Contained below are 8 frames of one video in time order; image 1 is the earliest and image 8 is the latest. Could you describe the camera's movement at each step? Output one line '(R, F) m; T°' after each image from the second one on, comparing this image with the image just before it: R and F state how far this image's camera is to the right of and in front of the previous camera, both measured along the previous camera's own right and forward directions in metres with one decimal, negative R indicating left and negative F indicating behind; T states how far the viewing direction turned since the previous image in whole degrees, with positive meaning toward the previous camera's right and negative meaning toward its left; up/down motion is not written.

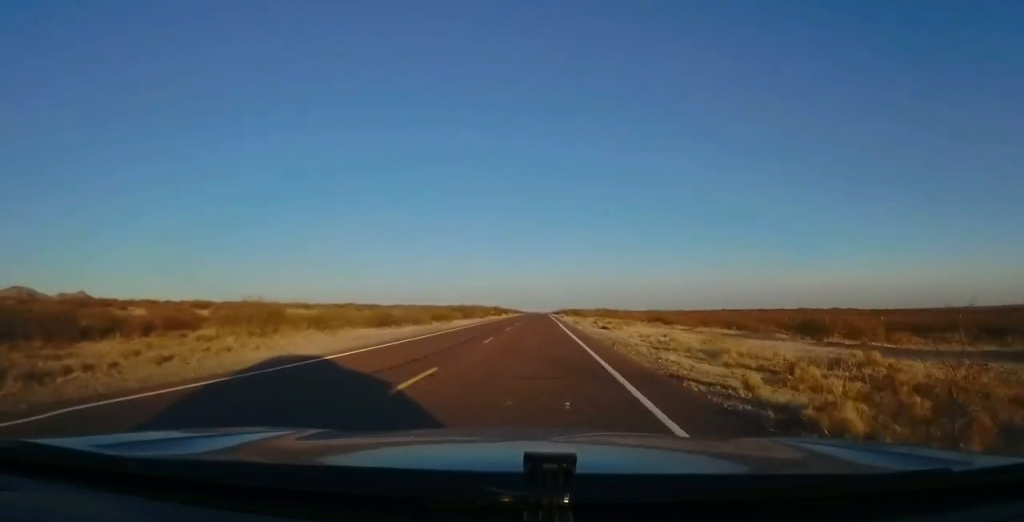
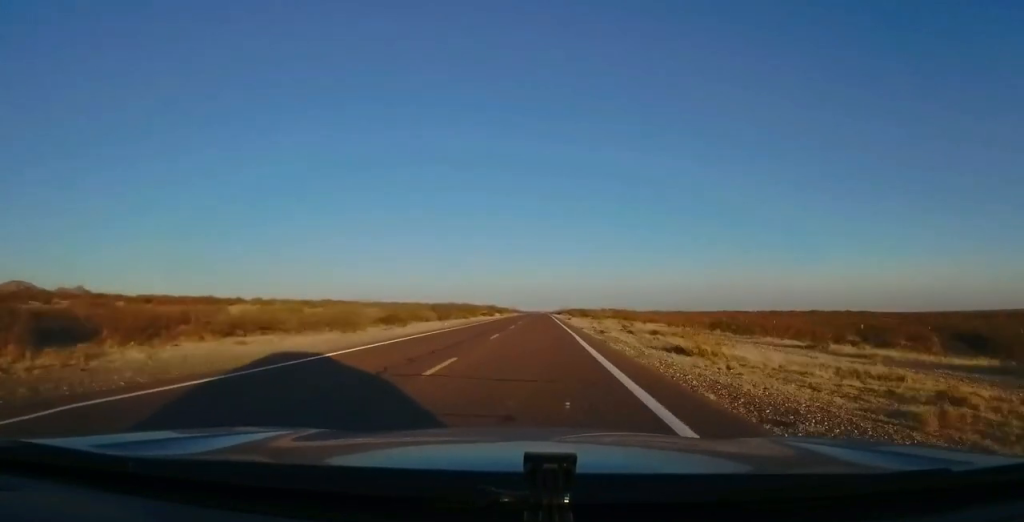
(-0.3, +22.4) m; 0°
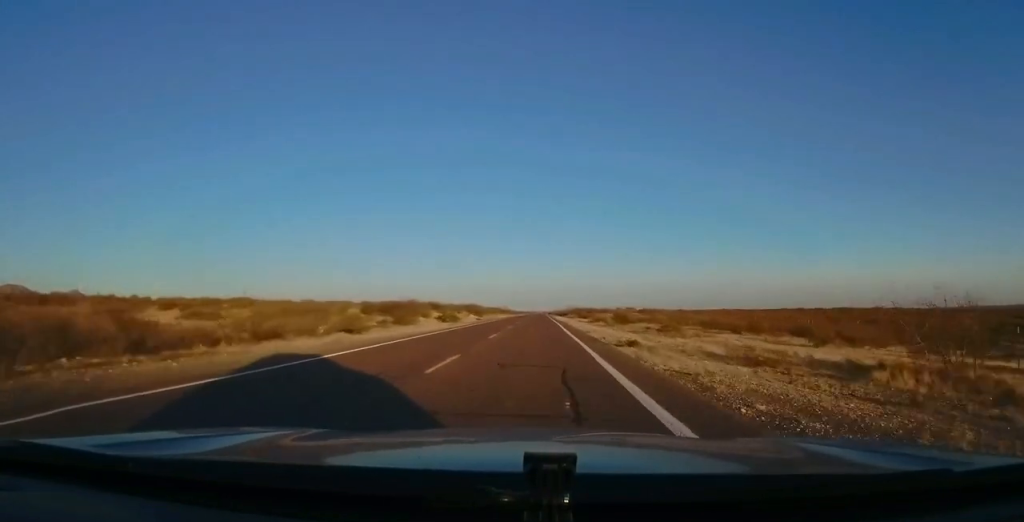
(+0.1, +47.8) m; 0°
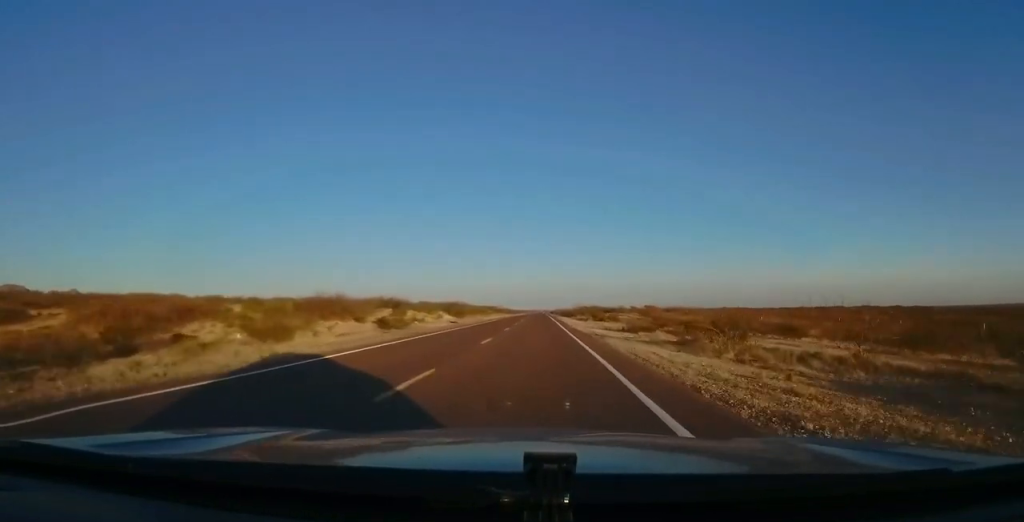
(0.0, +27.3) m; 0°
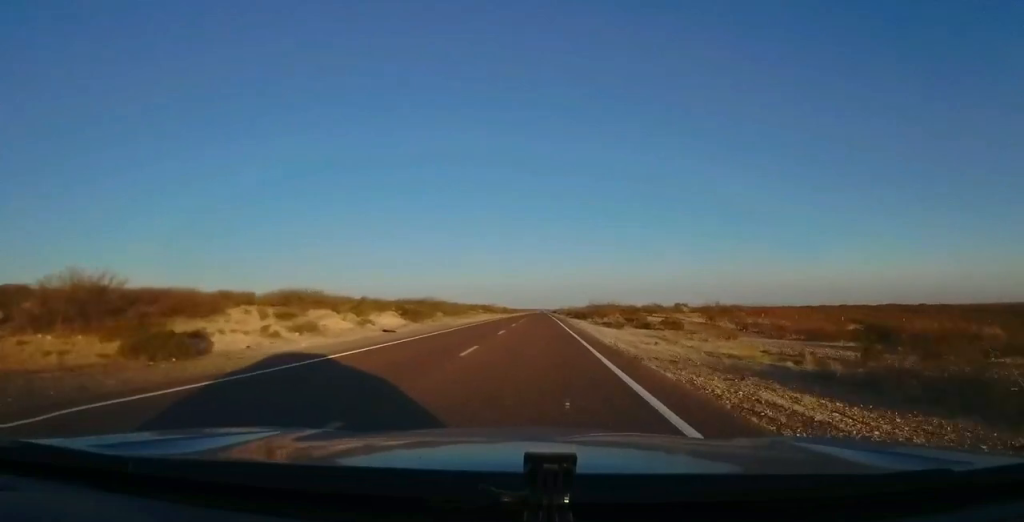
(-0.1, +29.3) m; 0°
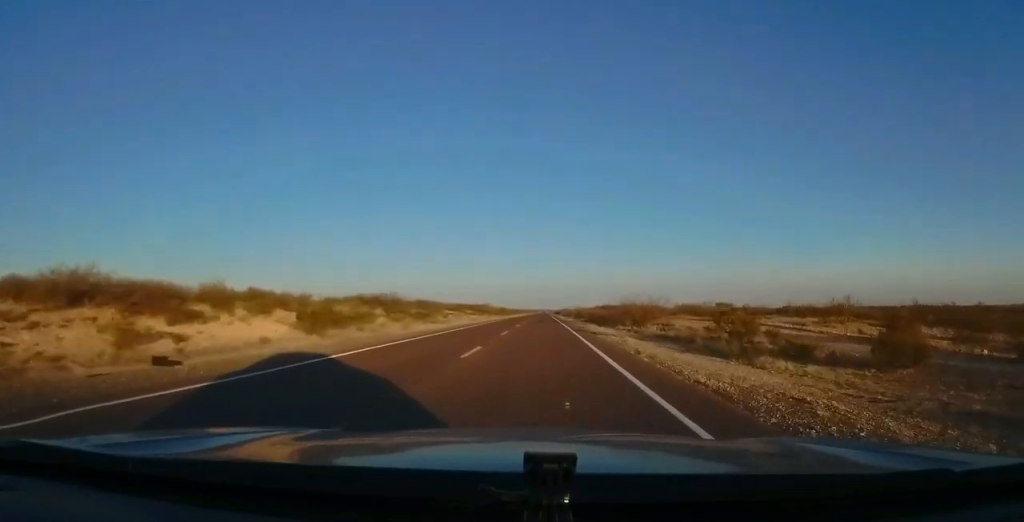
(0.0, +24.4) m; 0°
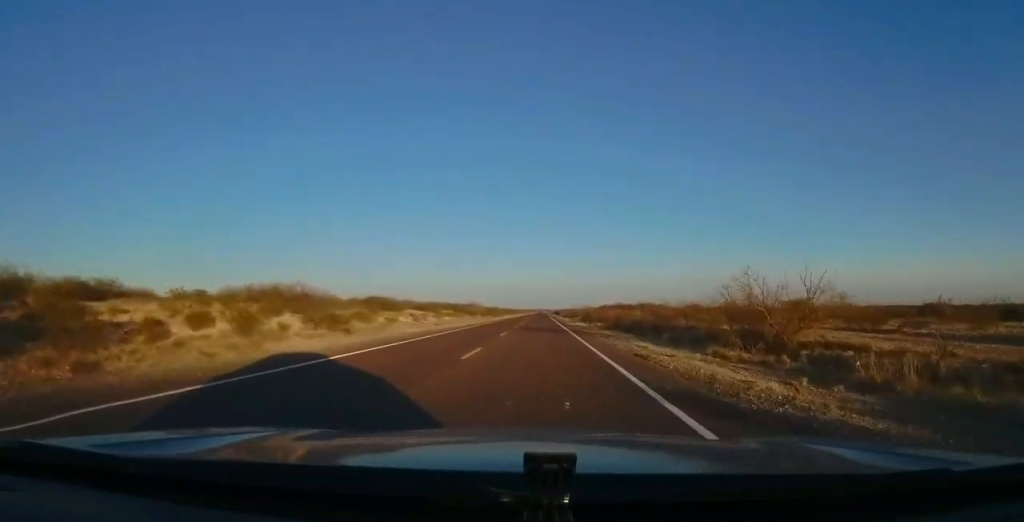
(+0.3, +24.4) m; 0°
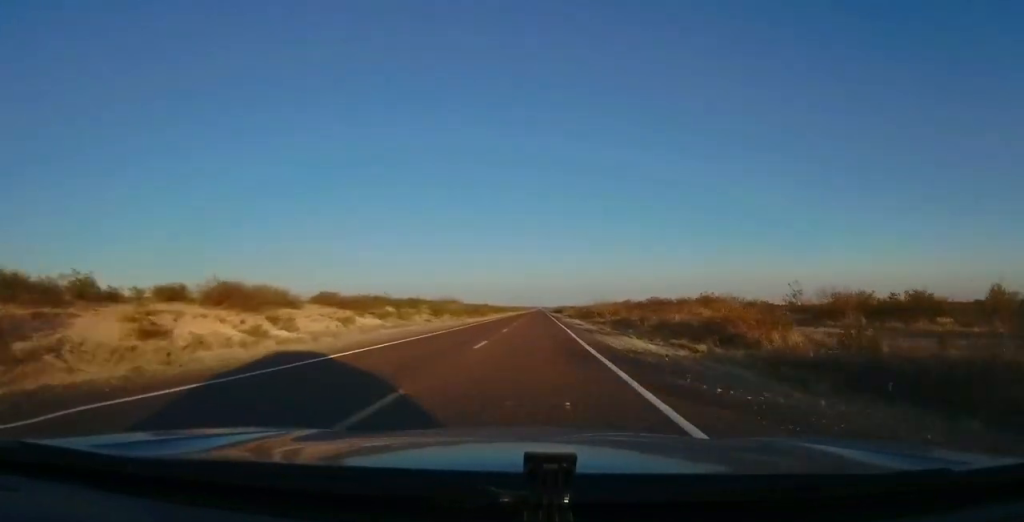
(-0.4, +33.2) m; 0°
